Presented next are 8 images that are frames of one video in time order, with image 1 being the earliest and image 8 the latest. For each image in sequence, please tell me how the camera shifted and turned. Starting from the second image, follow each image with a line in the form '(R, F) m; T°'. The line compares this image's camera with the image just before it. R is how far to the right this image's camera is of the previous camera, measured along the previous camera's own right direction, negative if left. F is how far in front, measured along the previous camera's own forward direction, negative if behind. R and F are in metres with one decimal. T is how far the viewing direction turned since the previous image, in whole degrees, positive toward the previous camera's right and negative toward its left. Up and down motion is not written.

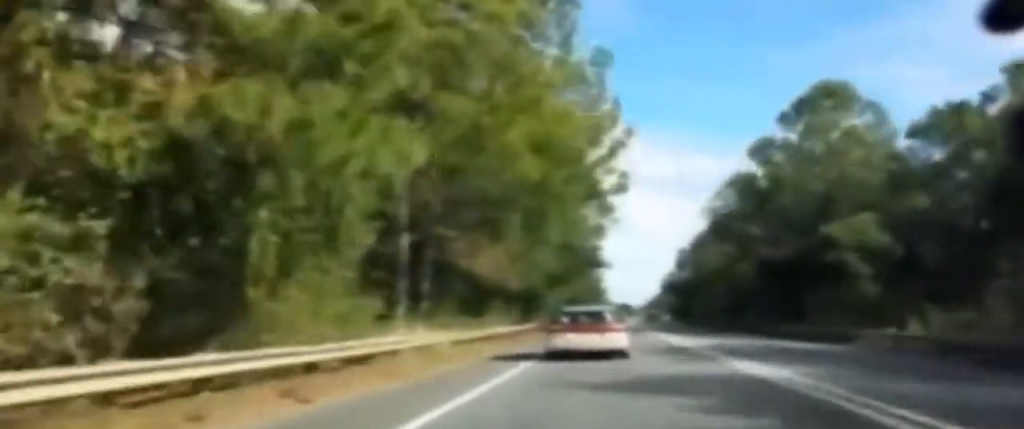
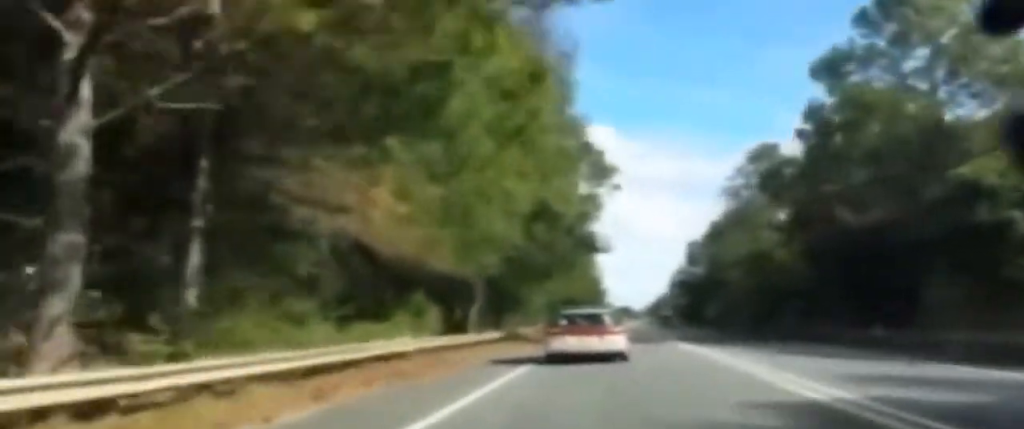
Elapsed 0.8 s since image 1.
(+0.1, +17.8) m; 0°
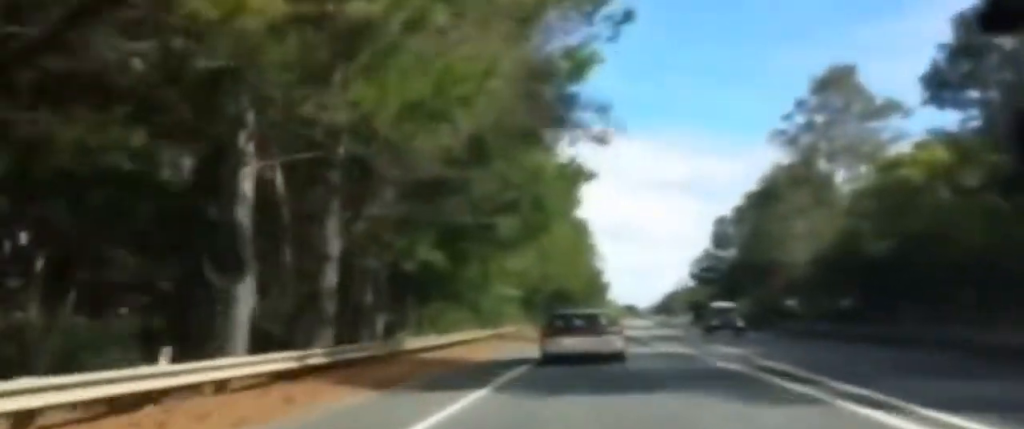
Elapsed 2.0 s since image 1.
(-0.1, +27.1) m; -1°
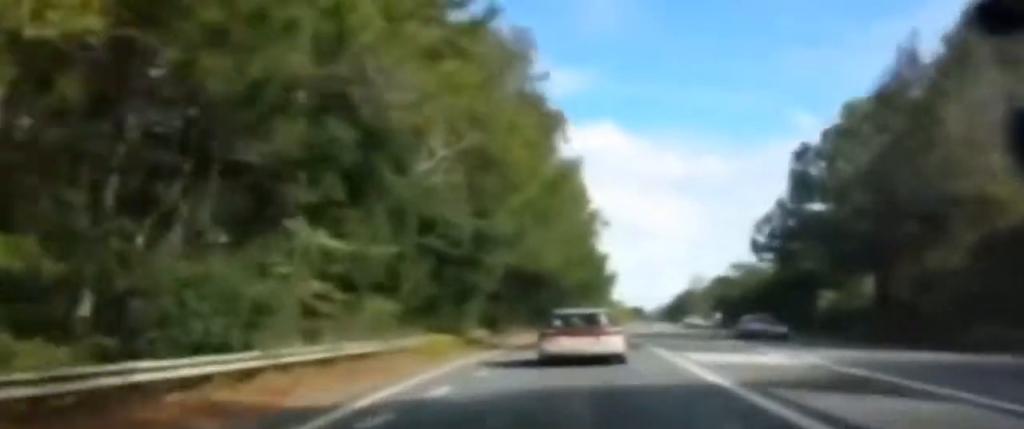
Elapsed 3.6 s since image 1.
(+0.1, +36.9) m; +1°
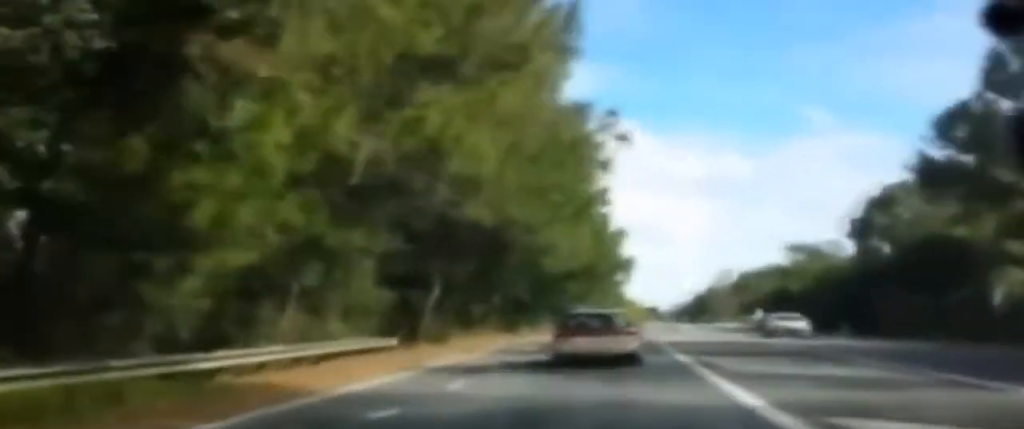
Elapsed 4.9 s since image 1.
(-0.1, +27.5) m; -2°
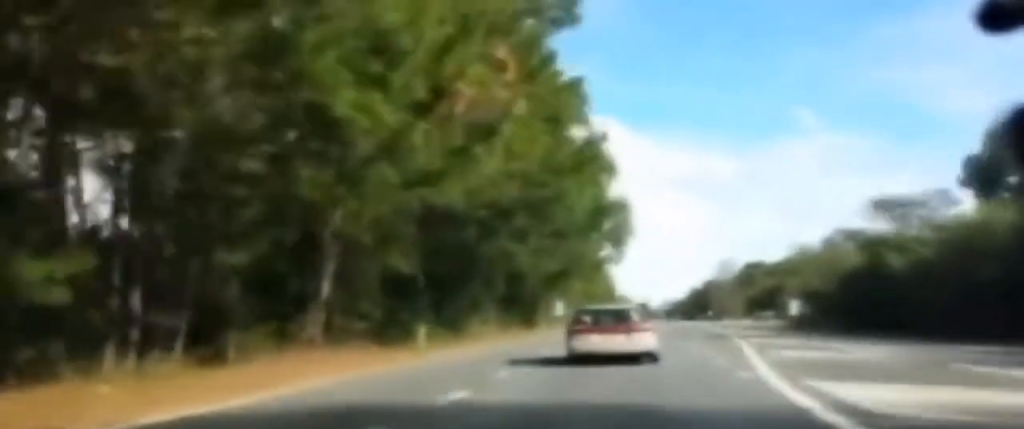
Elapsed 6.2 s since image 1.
(-0.8, +30.5) m; -1°
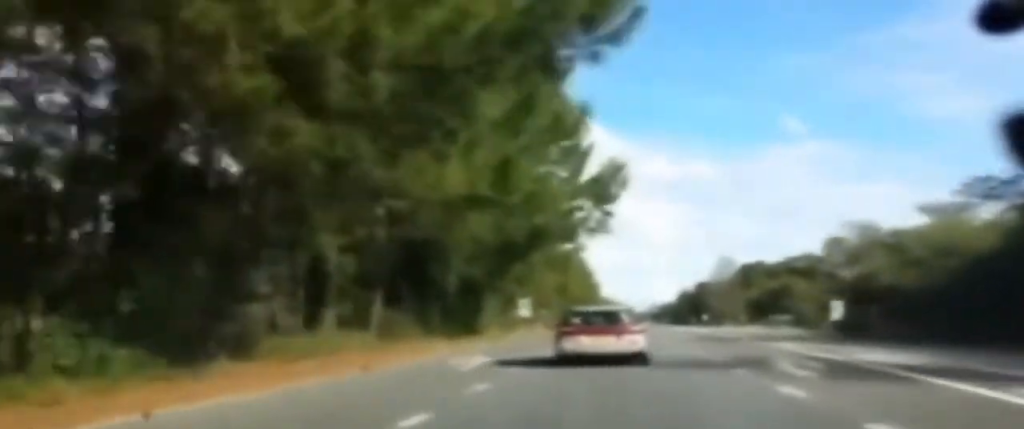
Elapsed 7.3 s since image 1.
(+0.1, +23.2) m; +2°
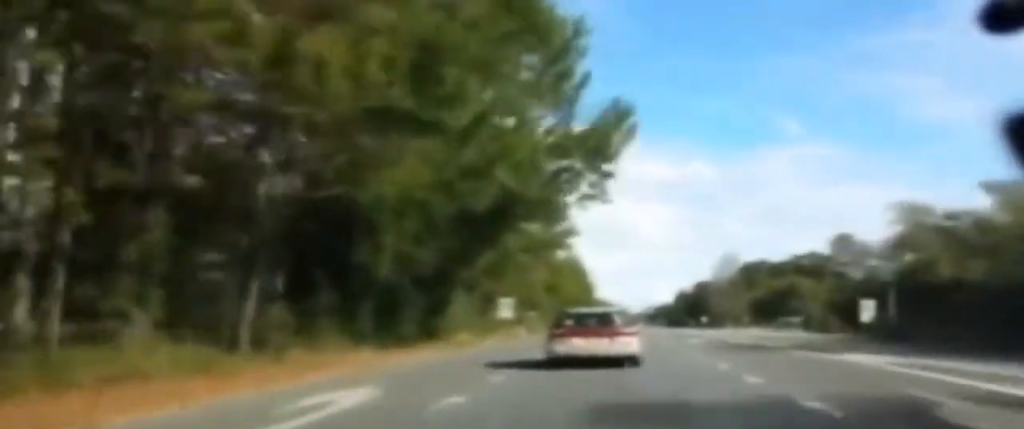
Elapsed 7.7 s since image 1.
(+0.2, +9.7) m; +1°
